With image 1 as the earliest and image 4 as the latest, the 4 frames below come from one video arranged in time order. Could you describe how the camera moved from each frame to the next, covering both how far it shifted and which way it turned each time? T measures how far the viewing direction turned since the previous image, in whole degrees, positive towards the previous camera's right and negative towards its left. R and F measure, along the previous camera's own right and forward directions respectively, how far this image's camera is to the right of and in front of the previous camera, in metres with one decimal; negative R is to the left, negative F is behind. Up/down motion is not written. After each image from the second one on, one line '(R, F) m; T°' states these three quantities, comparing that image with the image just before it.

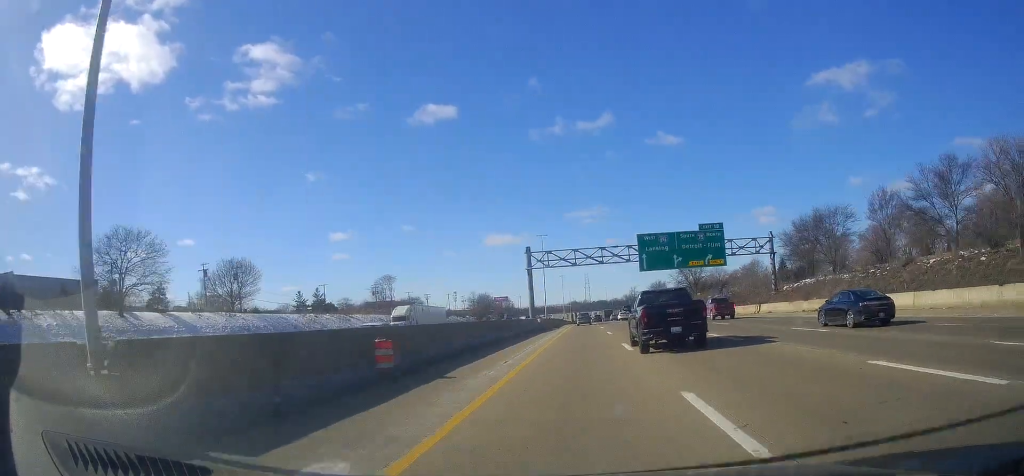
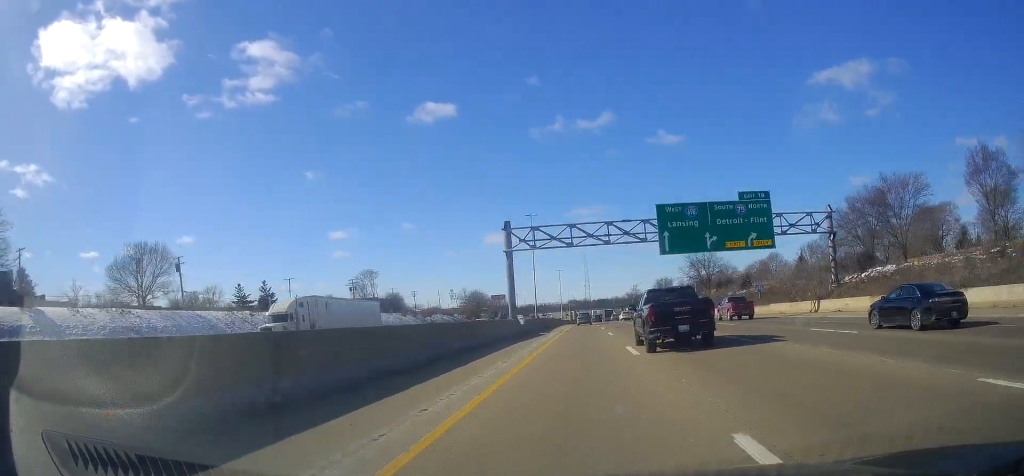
(0.0, +18.1) m; 0°
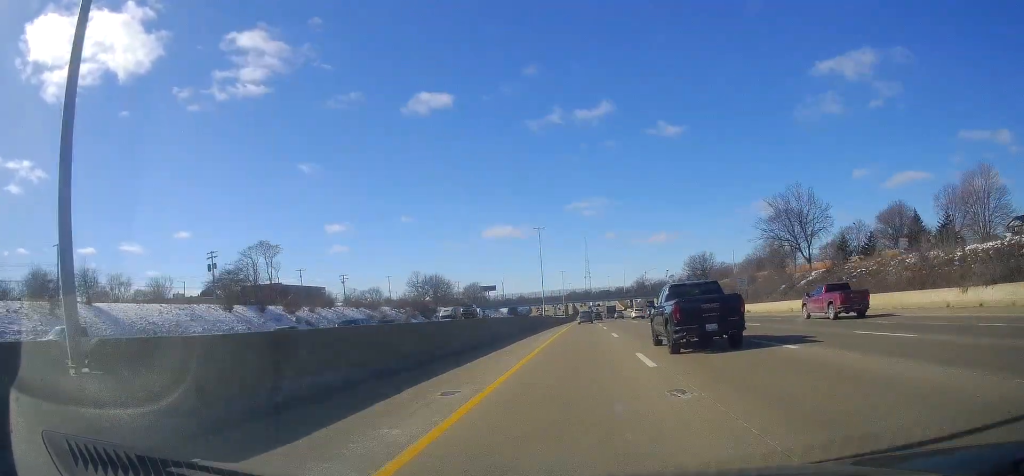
(0.0, +67.2) m; 0°
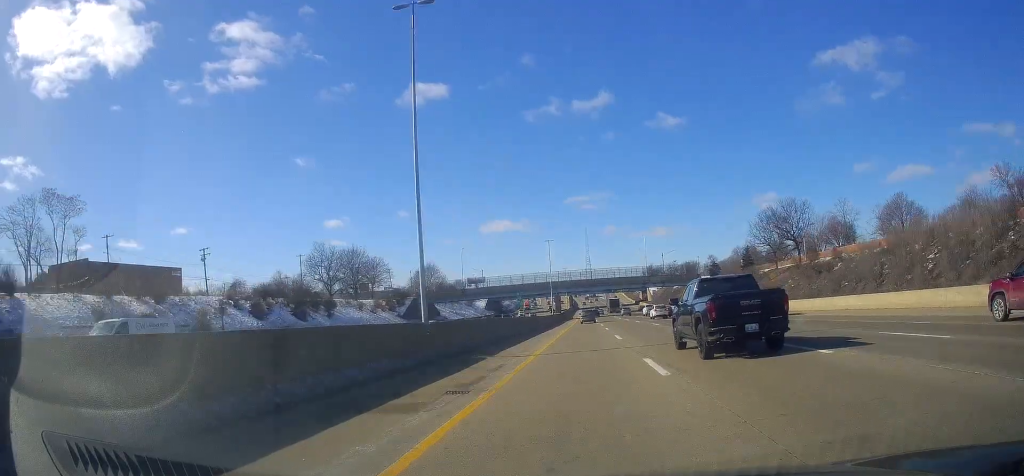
(0.0, +63.2) m; 0°
